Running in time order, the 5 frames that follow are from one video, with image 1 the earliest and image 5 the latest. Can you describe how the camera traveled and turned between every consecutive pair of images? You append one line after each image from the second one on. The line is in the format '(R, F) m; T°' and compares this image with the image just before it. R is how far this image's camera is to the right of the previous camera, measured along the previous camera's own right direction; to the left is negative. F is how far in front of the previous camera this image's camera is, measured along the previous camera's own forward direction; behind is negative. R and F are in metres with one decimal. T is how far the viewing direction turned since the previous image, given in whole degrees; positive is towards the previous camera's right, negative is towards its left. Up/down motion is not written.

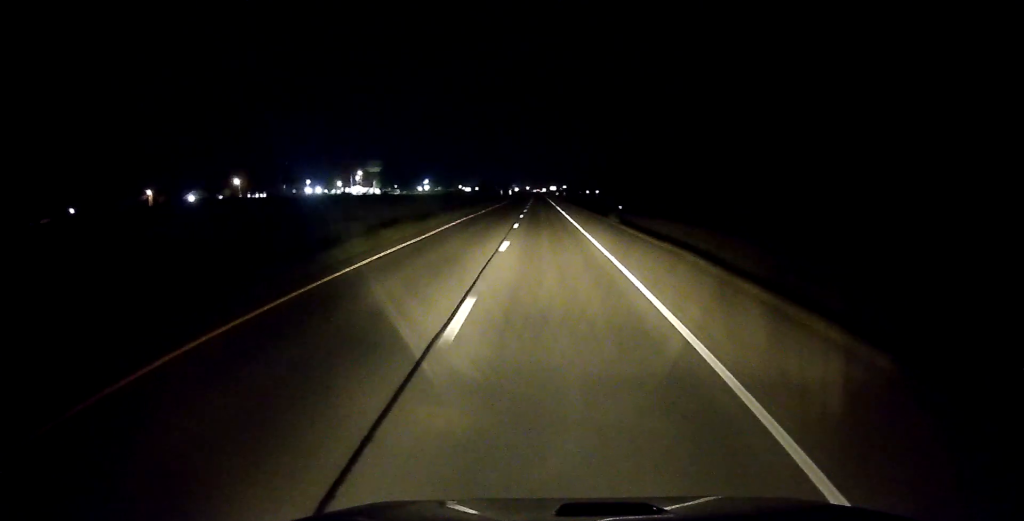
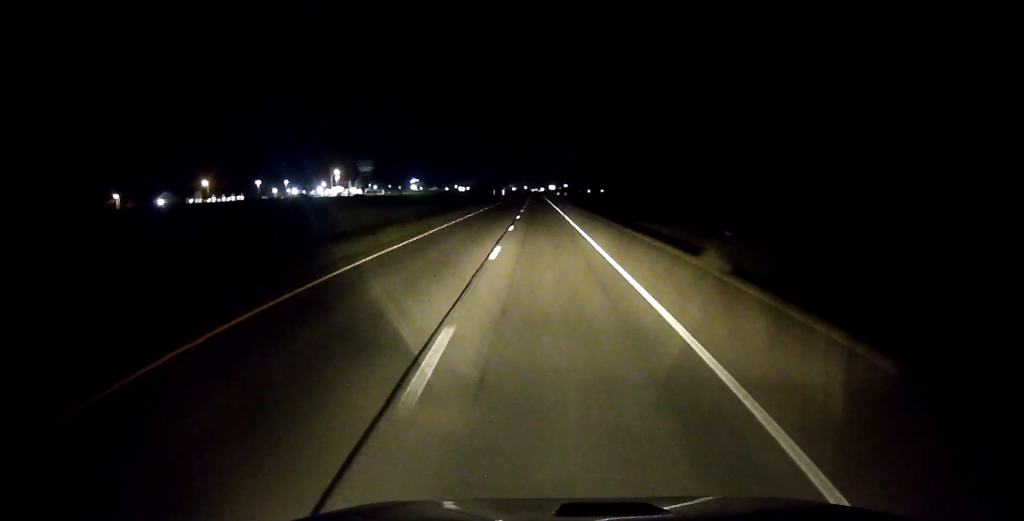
(0.0, +26.8) m; 0°
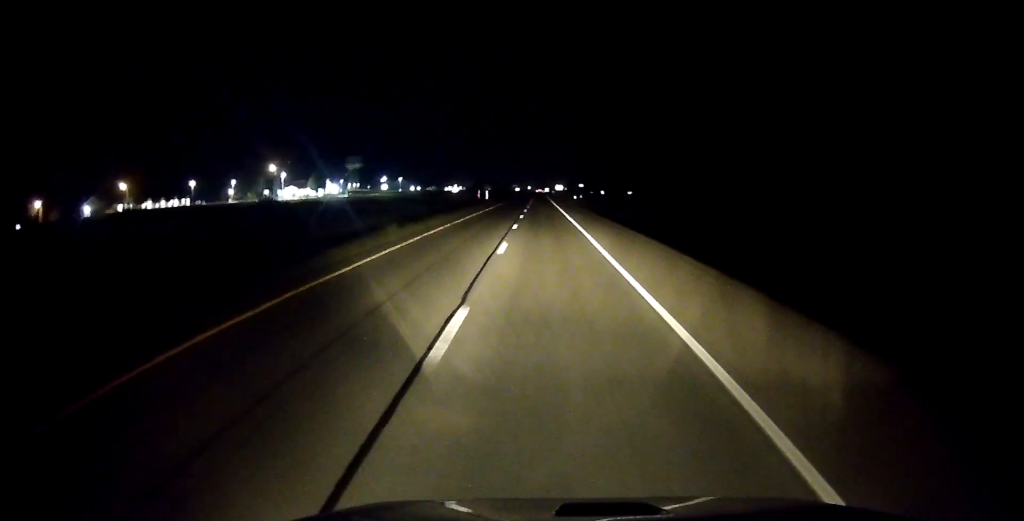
(-0.1, +59.7) m; 0°
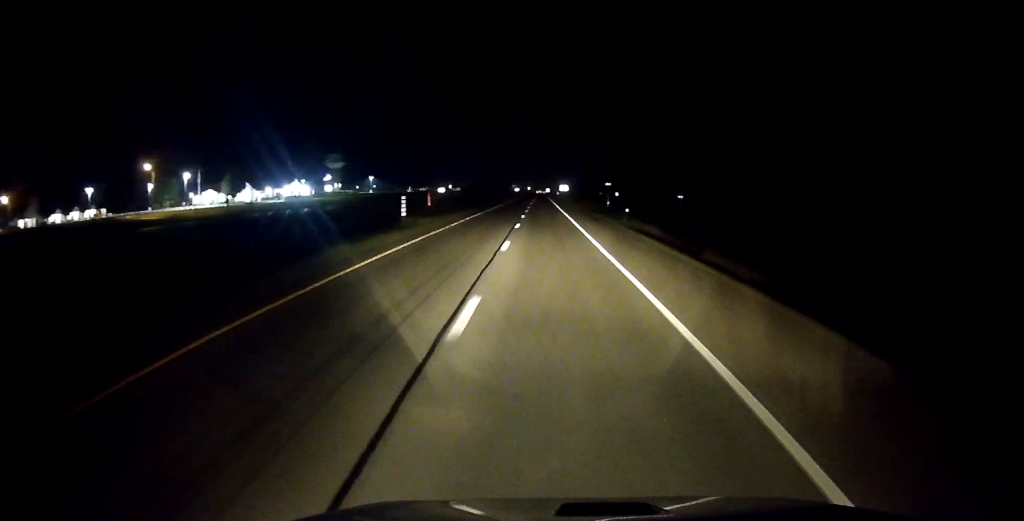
(+0.1, +60.2) m; 0°
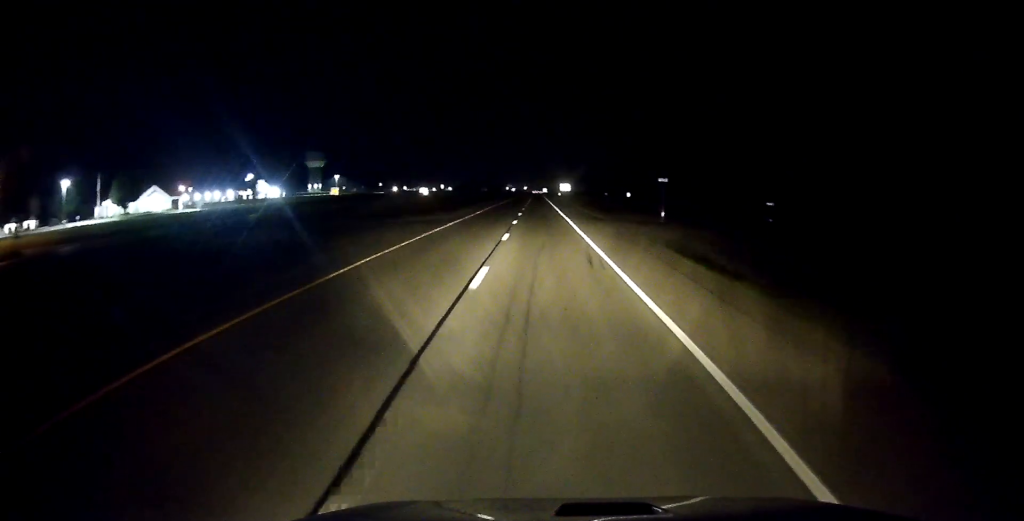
(0.0, +44.6) m; 0°
